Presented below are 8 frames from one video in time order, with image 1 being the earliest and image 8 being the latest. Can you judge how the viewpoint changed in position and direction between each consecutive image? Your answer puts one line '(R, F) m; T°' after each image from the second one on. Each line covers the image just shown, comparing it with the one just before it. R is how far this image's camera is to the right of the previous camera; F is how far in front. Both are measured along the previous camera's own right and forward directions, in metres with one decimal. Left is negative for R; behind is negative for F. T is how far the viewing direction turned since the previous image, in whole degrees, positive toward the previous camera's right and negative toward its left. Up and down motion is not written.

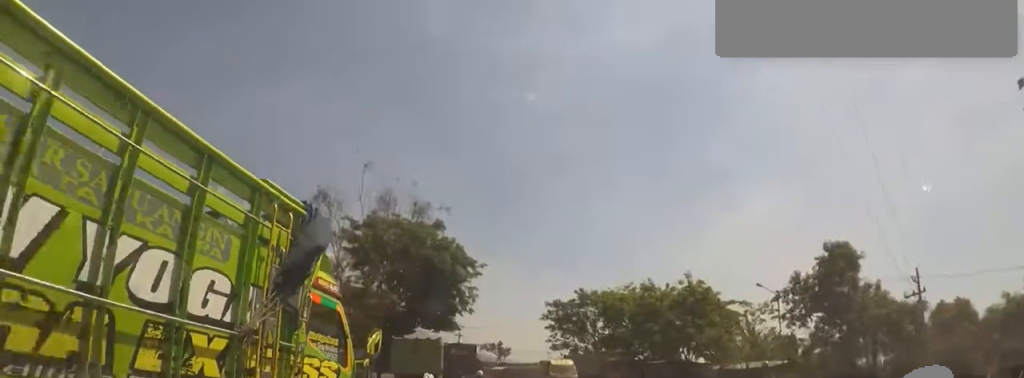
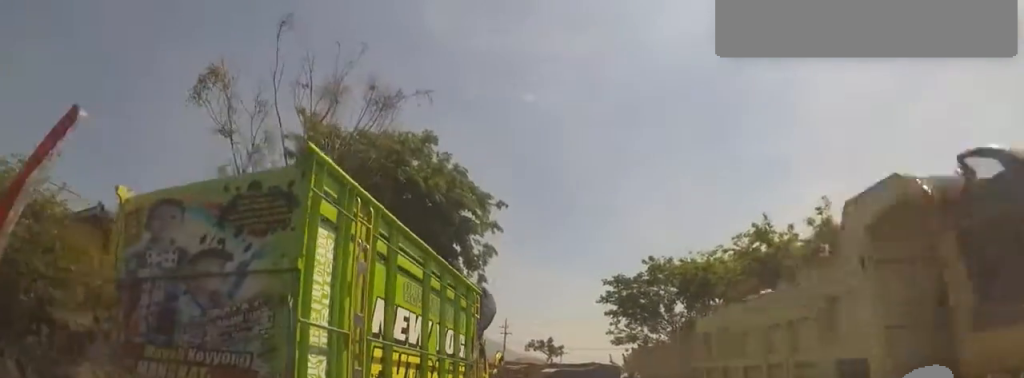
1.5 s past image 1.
(-1.9, +12.4) m; -10°
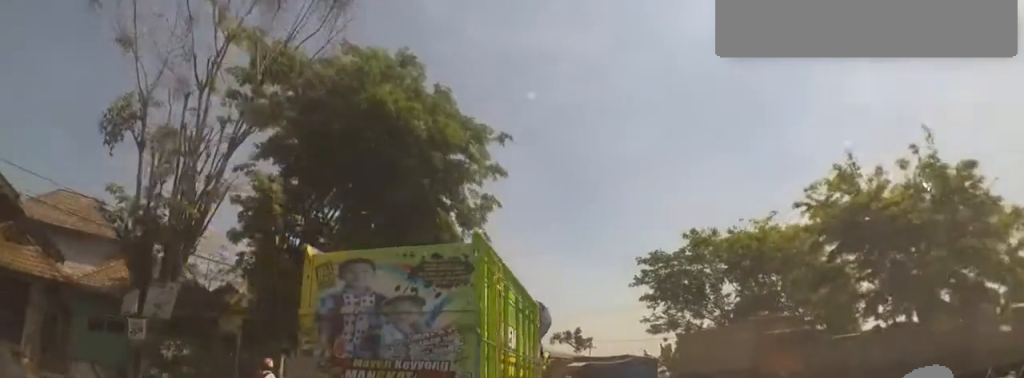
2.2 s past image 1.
(+0.2, +5.7) m; -1°
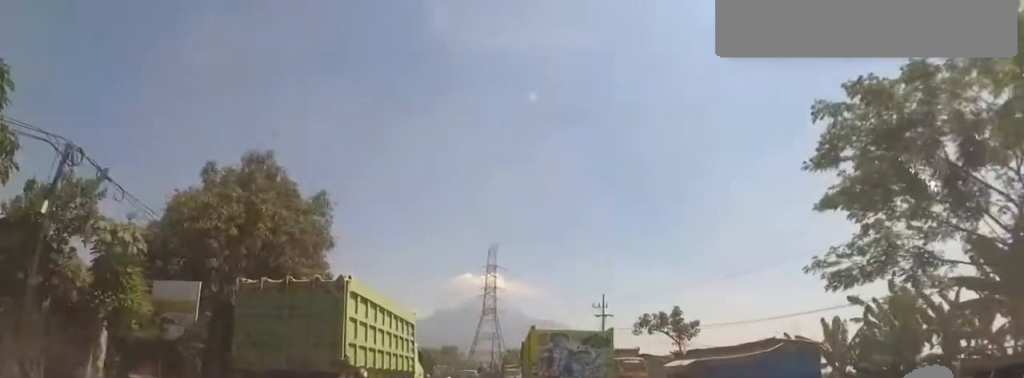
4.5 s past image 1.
(-0.7, +17.9) m; -3°
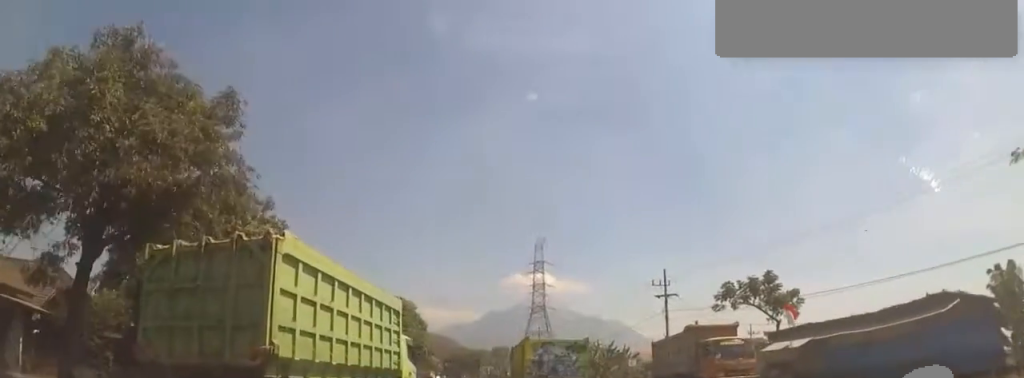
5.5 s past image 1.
(-0.5, +8.9) m; -12°
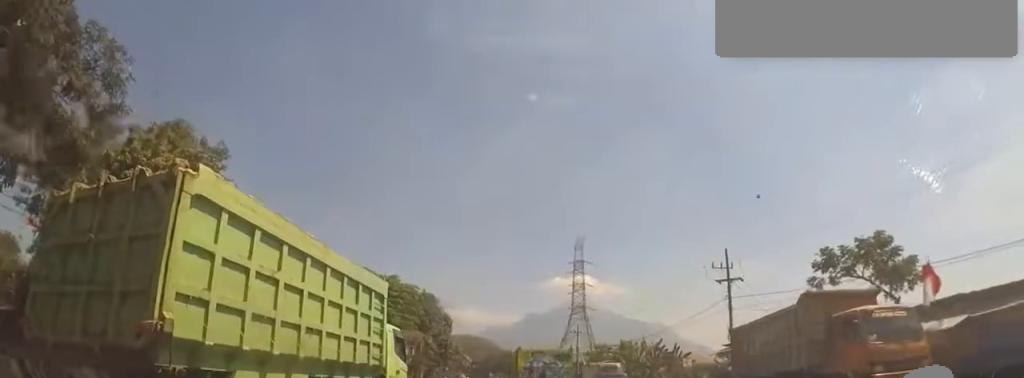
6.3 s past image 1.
(-1.0, +7.0) m; -8°
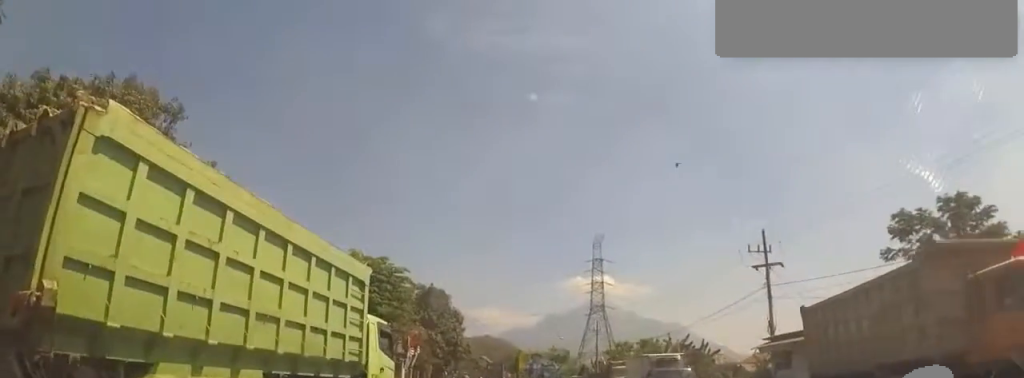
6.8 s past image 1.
(0.0, +3.9) m; -1°
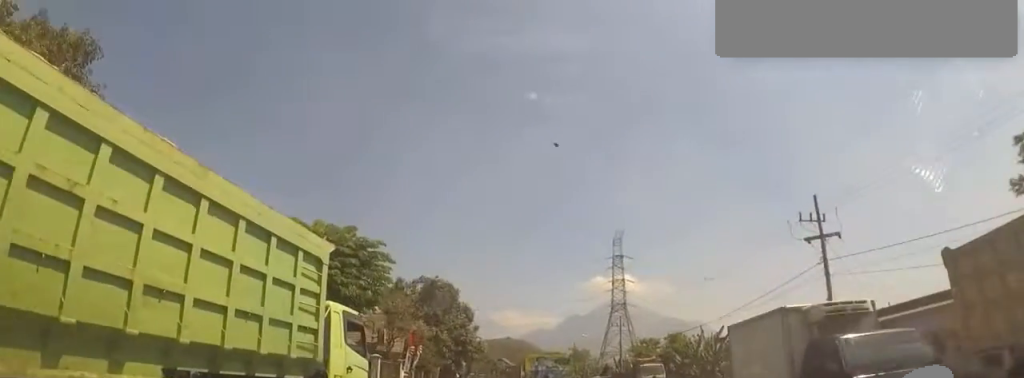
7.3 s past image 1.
(0.0, +4.9) m; -2°
